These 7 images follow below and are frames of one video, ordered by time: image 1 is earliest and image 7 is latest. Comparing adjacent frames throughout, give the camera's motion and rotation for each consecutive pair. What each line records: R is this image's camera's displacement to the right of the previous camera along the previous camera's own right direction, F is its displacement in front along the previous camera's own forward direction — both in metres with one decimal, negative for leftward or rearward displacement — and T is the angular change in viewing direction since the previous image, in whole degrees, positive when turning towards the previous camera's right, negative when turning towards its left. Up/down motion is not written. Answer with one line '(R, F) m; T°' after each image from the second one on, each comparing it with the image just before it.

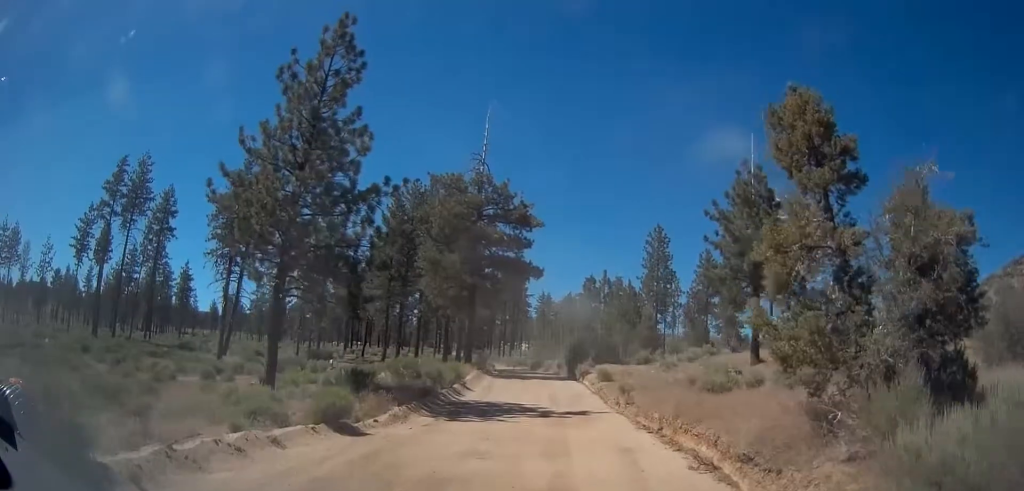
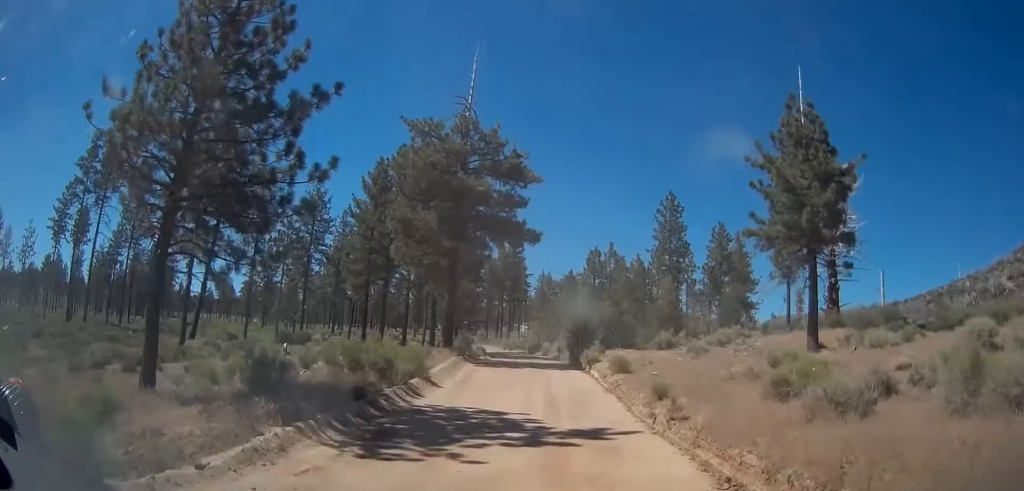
(+0.2, +7.7) m; -2°
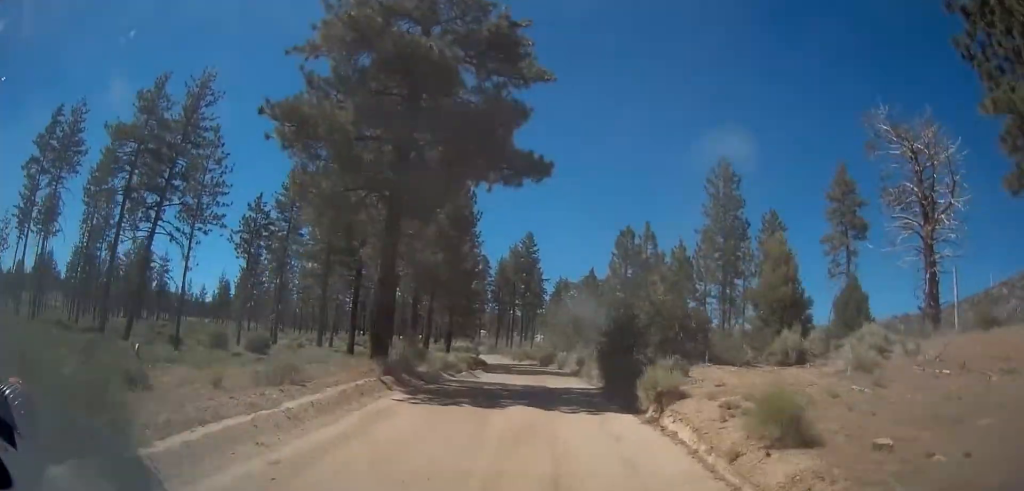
(-0.3, +15.1) m; +3°
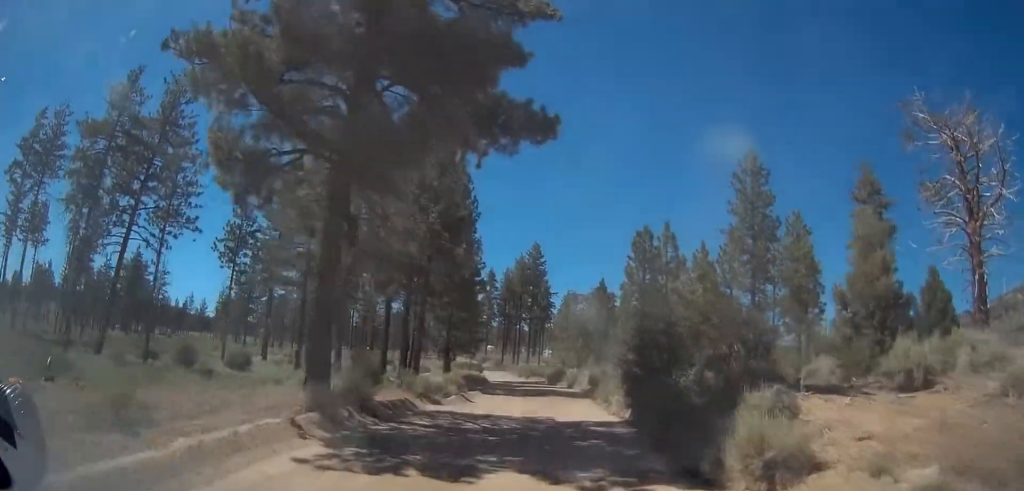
(+0.1, +5.5) m; -3°
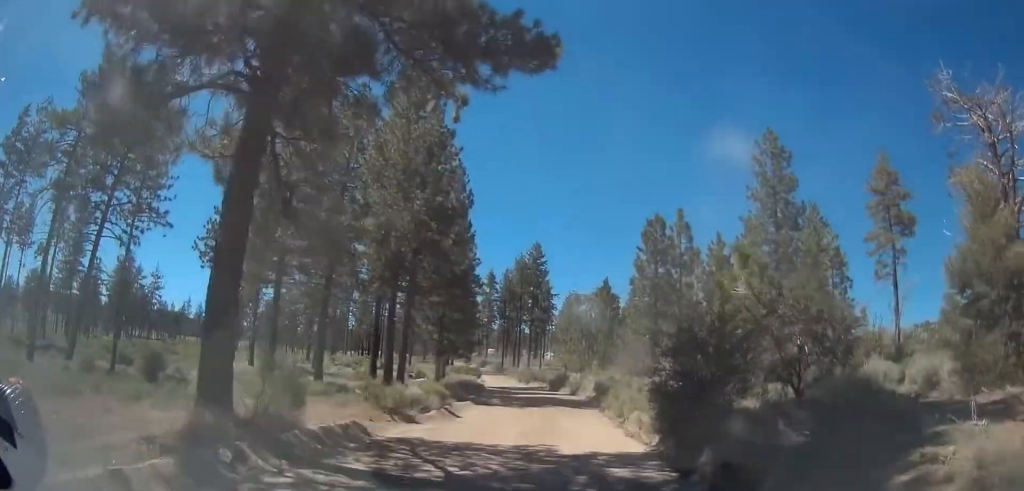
(-0.1, +4.5) m; -3°
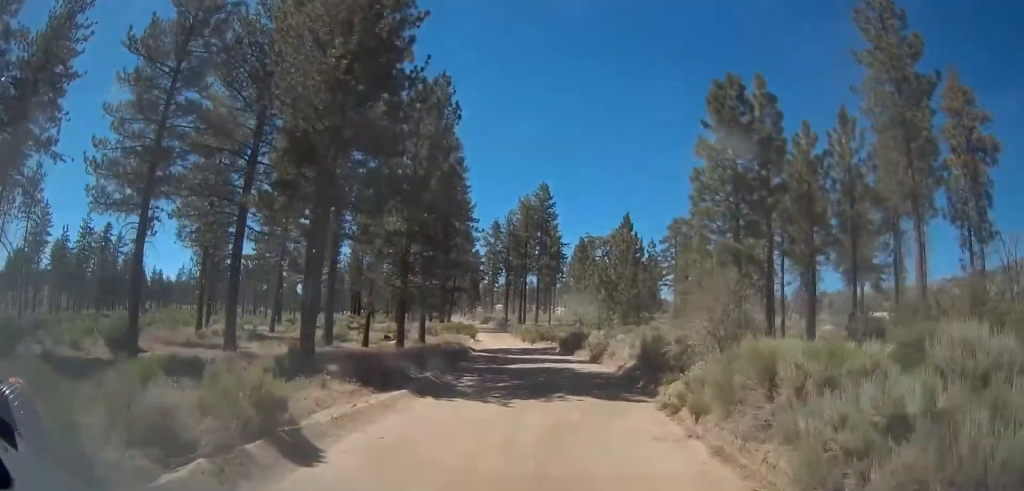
(+0.3, +14.5) m; +3°
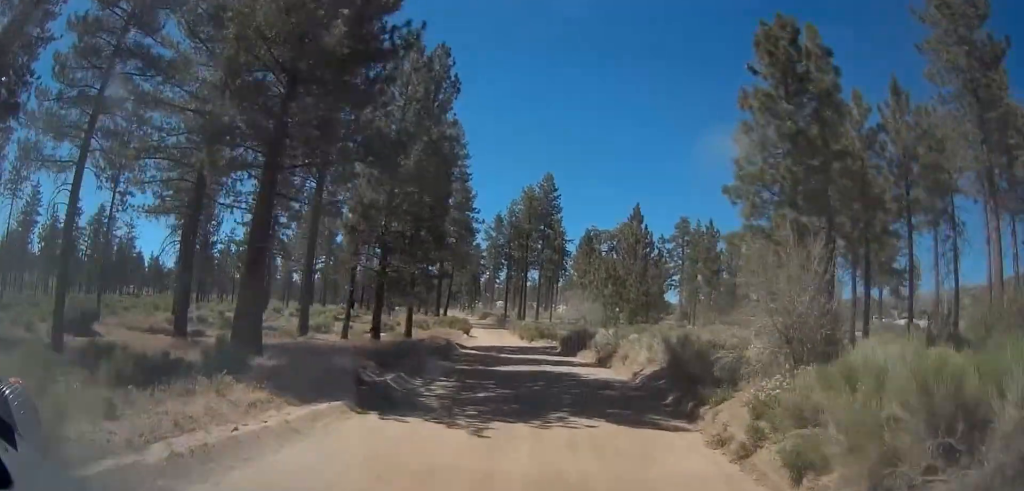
(+0.1, +4.7) m; -3°
